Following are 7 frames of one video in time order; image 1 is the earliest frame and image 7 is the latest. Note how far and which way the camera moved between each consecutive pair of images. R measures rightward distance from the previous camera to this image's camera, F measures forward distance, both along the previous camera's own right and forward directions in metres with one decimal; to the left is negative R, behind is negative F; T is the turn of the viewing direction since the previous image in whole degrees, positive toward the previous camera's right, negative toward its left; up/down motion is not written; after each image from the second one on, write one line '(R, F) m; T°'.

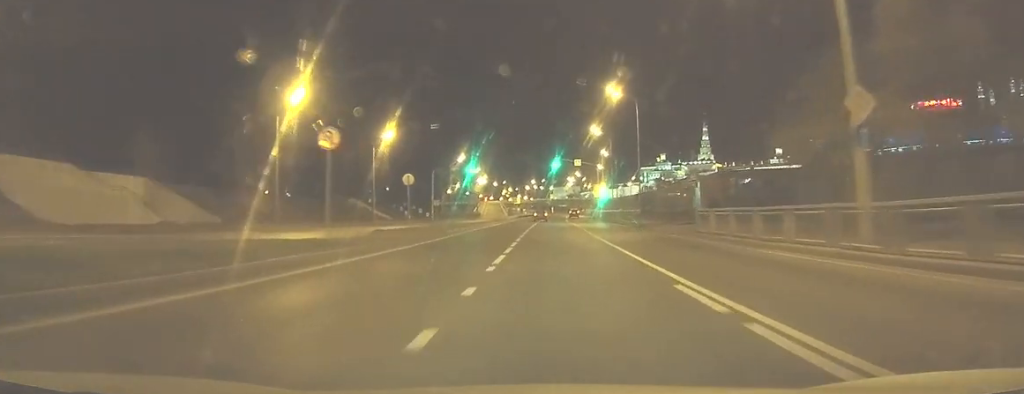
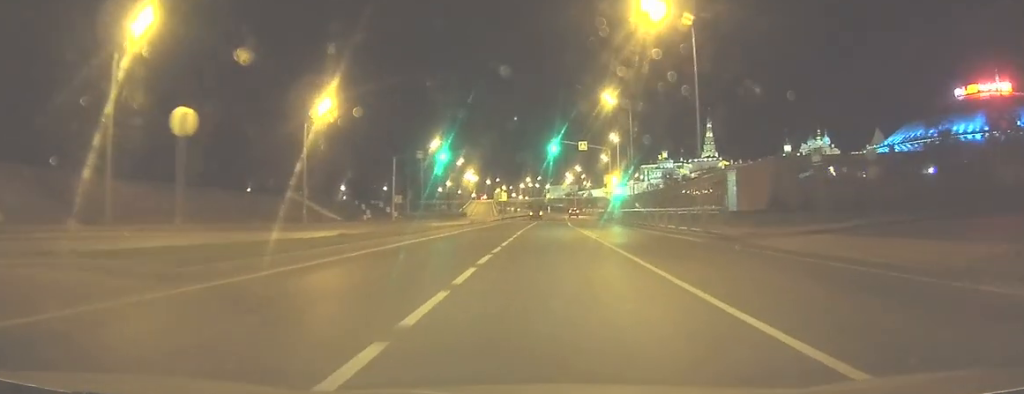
(-0.5, +22.4) m; -2°
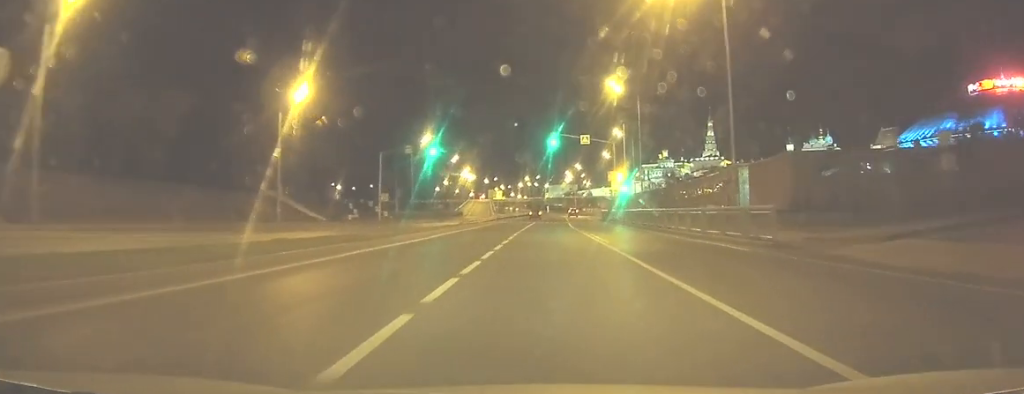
(0.0, +4.7) m; 0°
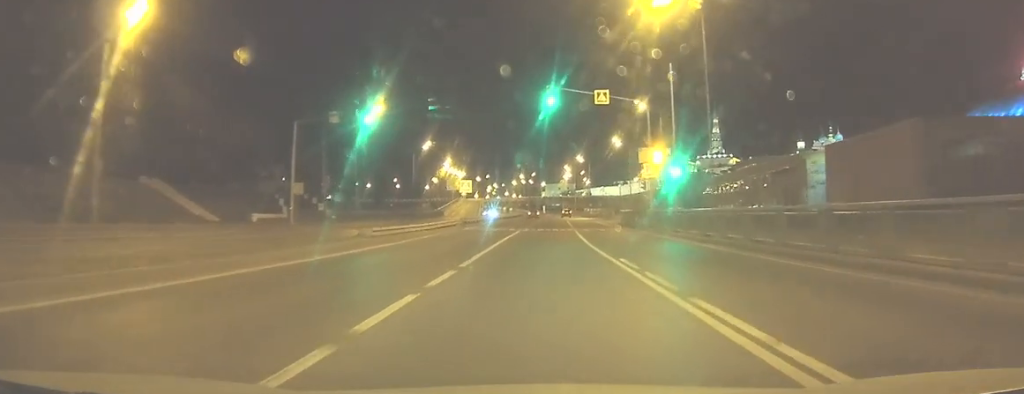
(-0.1, +19.2) m; 0°
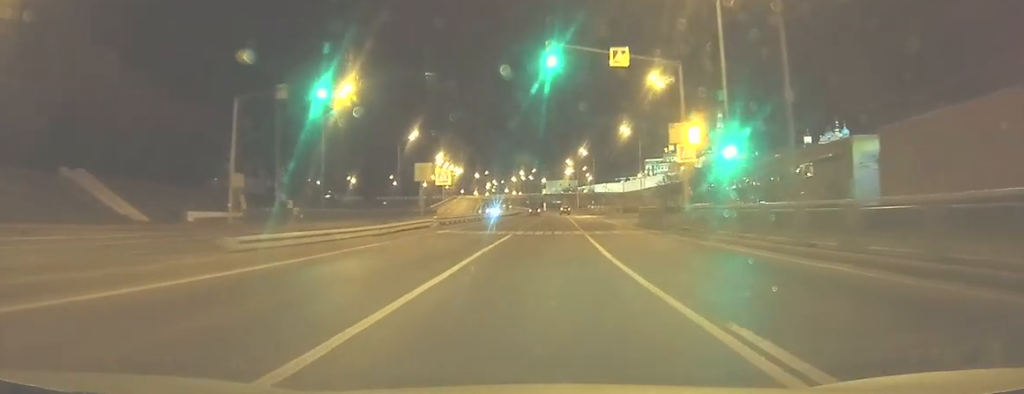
(0.0, +8.9) m; 0°
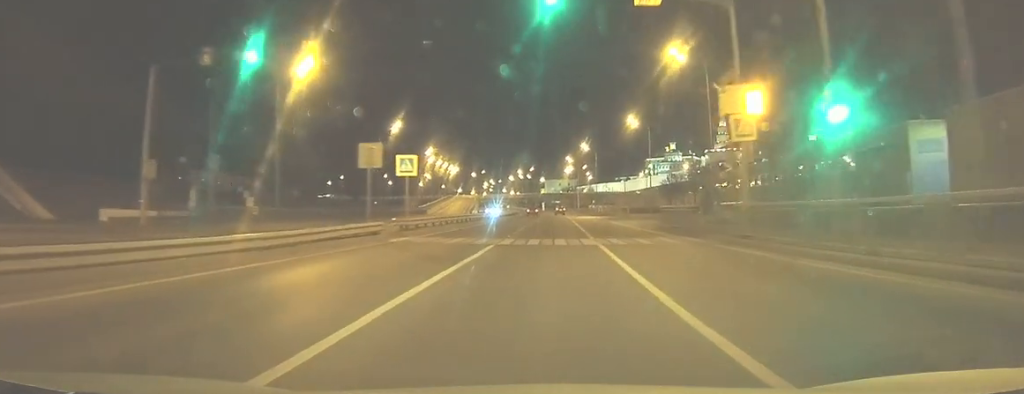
(+0.2, +8.6) m; 0°
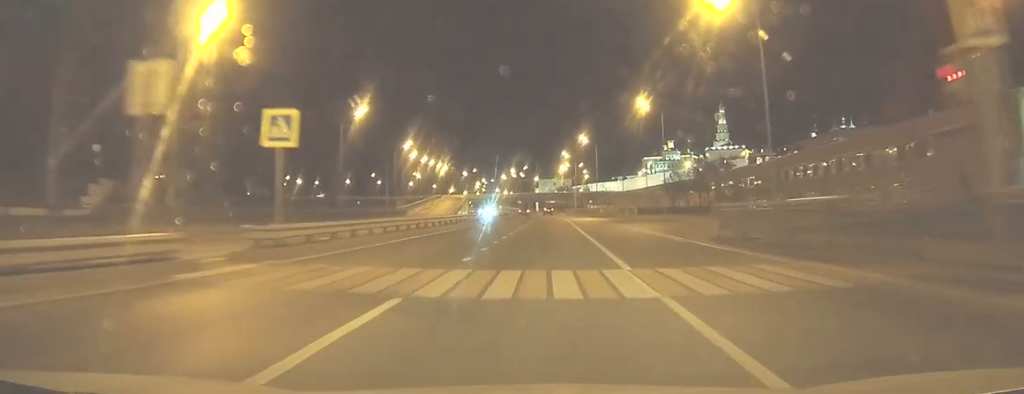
(-0.2, +13.3) m; -1°
